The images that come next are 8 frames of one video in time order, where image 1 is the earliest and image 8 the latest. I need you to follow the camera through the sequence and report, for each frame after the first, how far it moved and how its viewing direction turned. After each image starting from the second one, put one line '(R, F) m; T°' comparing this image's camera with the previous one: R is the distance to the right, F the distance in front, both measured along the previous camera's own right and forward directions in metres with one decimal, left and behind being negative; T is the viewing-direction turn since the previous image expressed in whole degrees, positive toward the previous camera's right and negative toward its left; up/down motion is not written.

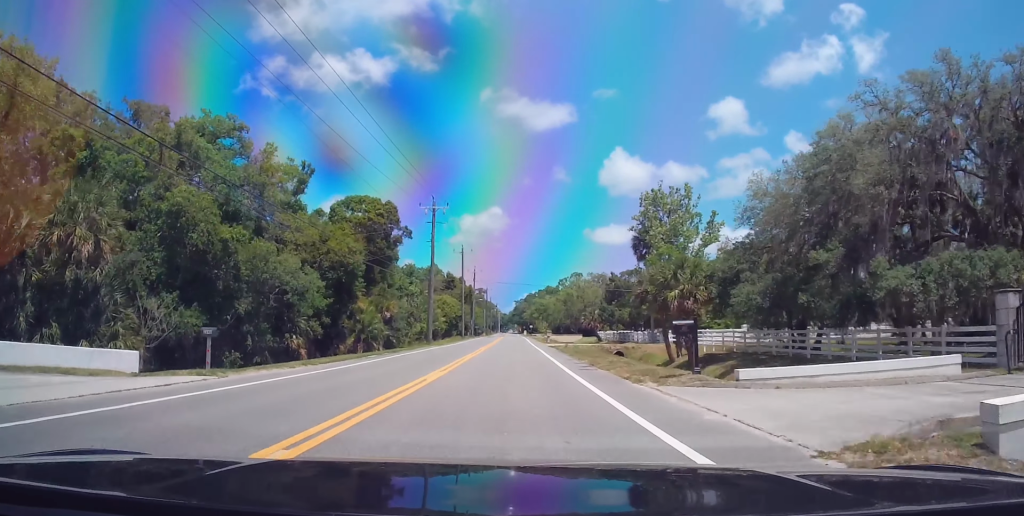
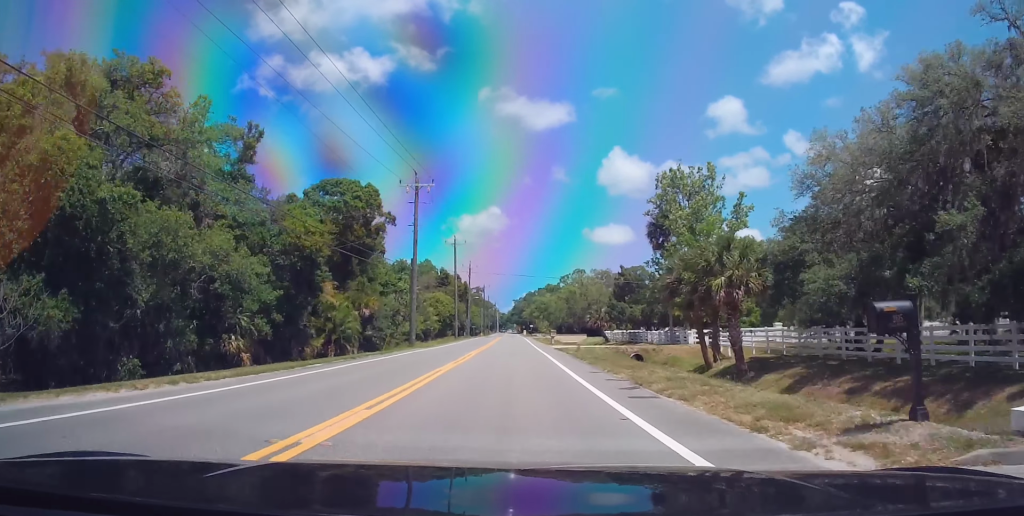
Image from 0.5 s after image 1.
(0.0, +8.9) m; -1°
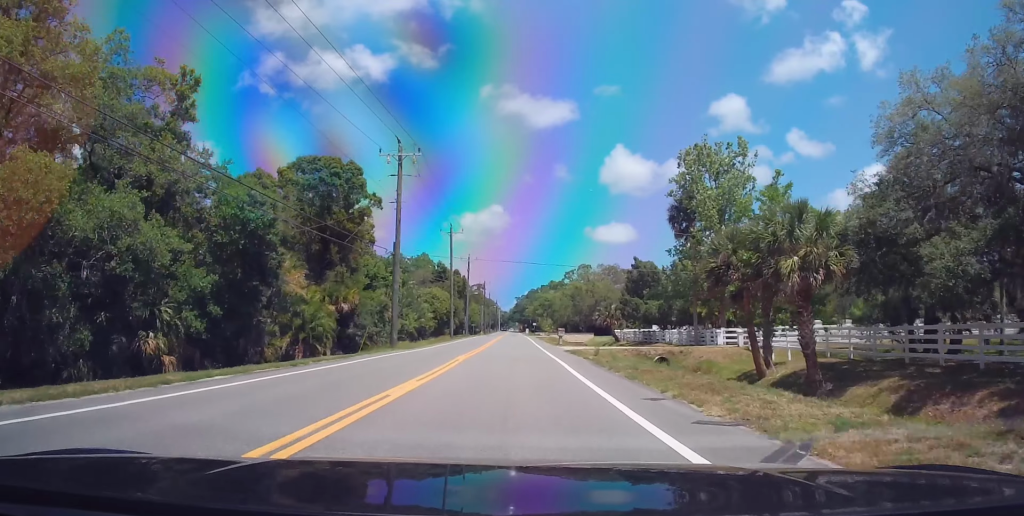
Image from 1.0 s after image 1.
(+0.1, +7.9) m; -1°
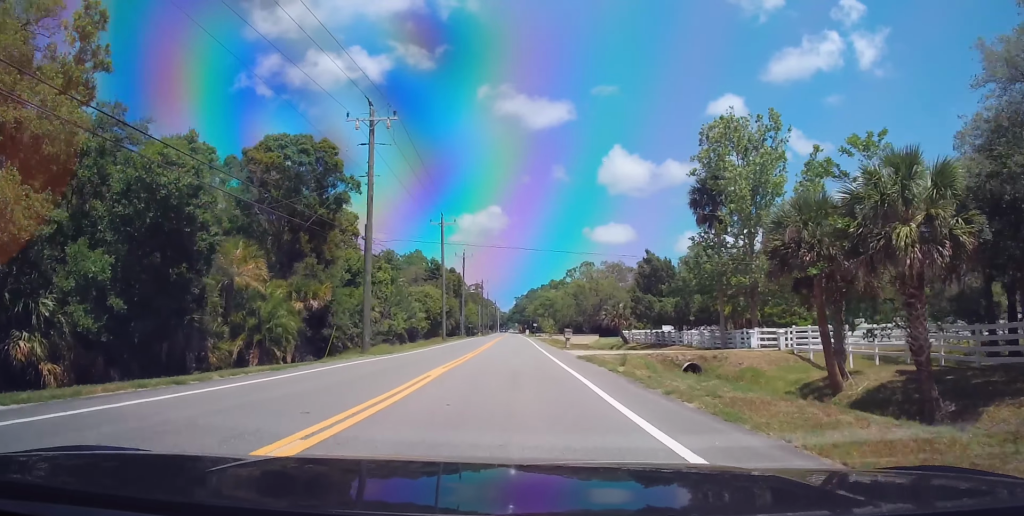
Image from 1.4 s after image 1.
(-0.1, +7.3) m; 0°
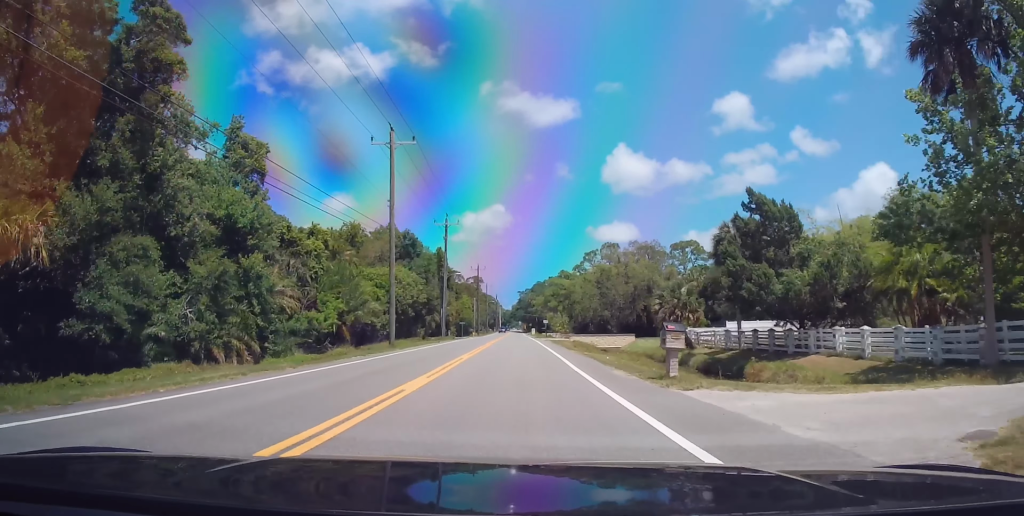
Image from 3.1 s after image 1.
(+0.2, +28.9) m; +2°
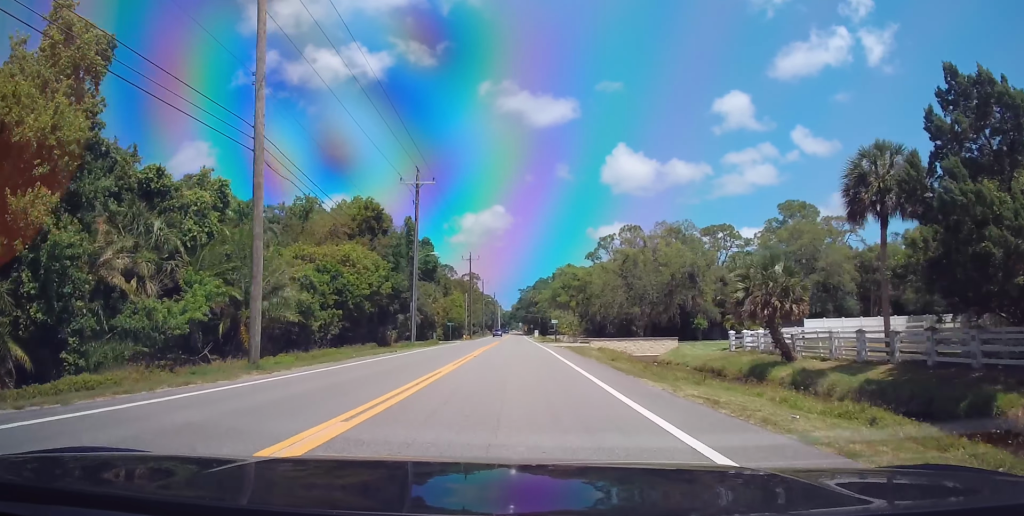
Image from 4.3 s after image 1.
(0.0, +19.7) m; 0°
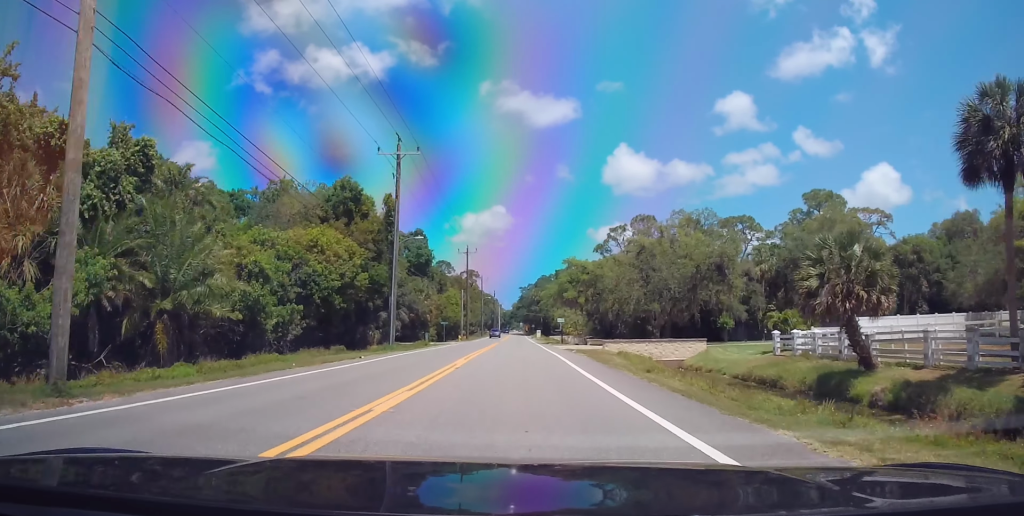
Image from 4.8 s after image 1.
(0.0, +8.4) m; -1°
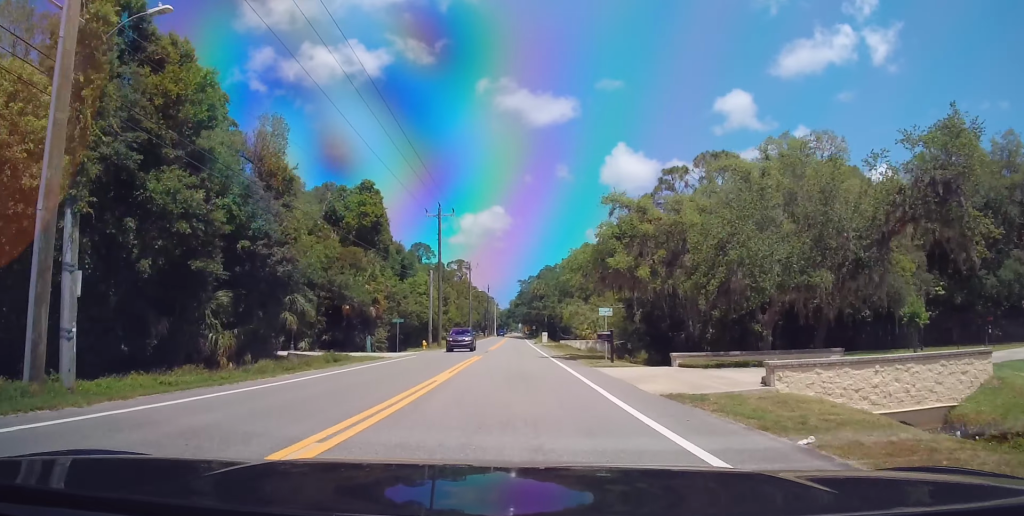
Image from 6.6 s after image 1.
(-0.4, +30.3) m; 0°
